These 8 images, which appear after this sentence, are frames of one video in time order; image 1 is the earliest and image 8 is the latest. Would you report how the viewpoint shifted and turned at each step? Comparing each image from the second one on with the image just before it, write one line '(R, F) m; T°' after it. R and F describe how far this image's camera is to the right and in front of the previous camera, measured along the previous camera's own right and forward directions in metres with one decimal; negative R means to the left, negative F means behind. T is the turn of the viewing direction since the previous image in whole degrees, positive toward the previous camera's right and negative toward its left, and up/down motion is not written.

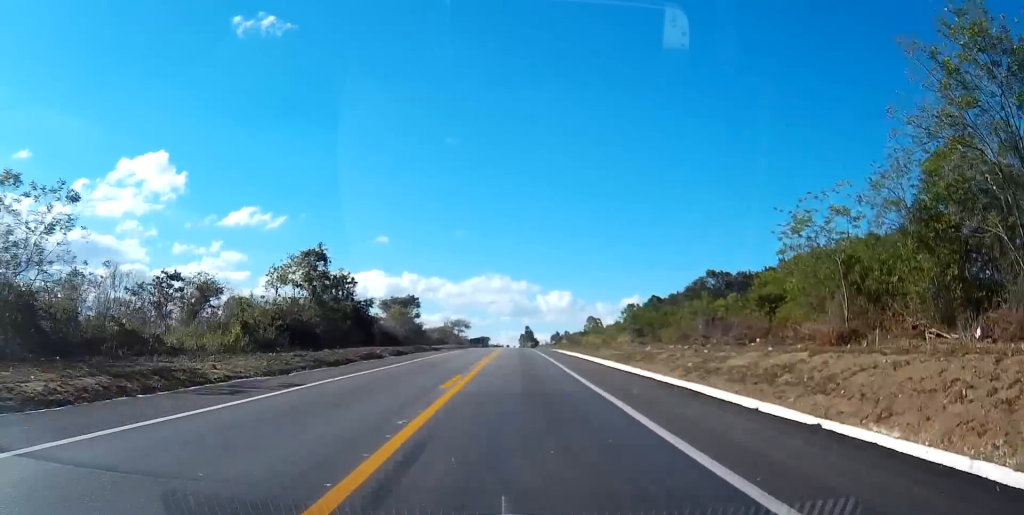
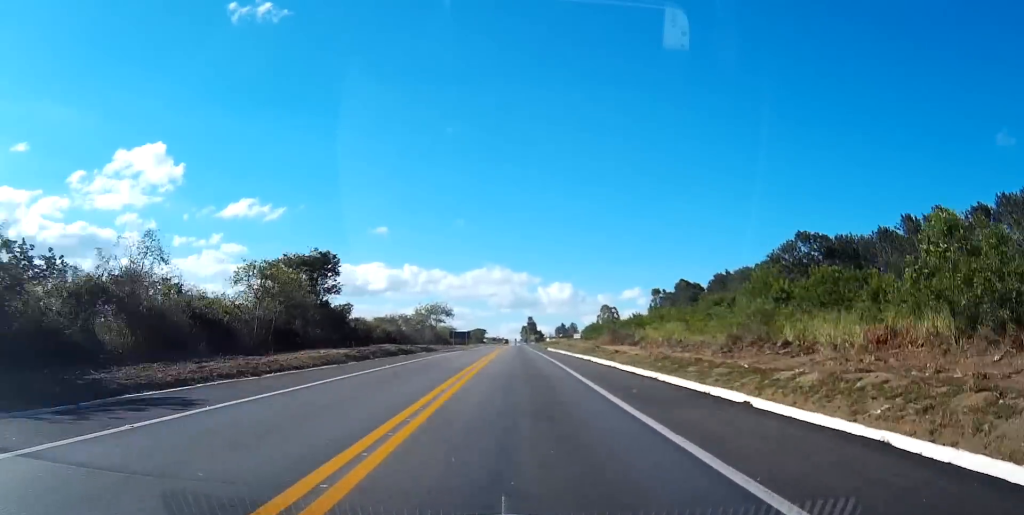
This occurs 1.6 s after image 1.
(-1.3, +70.0) m; -2°
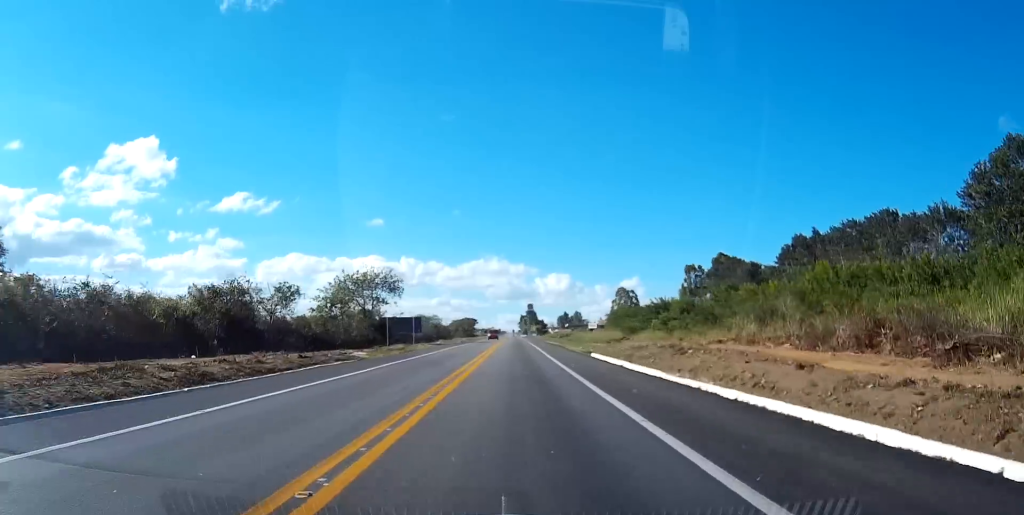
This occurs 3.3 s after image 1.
(+1.2, +72.3) m; +1°
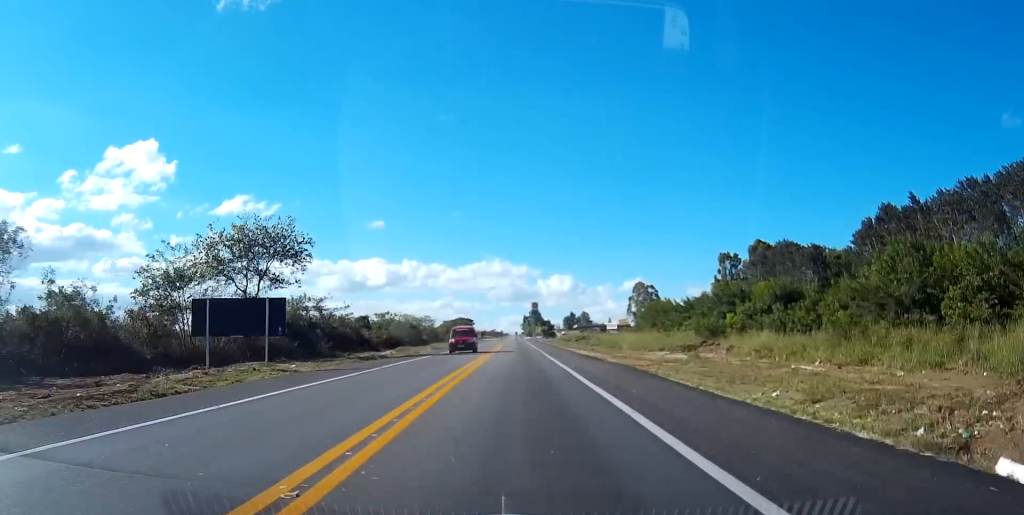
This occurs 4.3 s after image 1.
(-0.1, +43.3) m; 0°
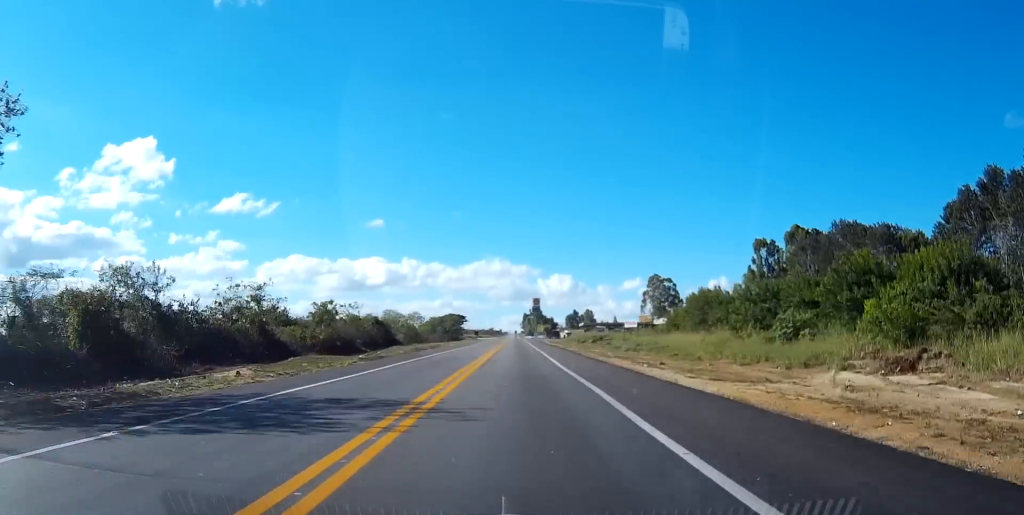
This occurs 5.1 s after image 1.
(-0.1, +34.6) m; 0°
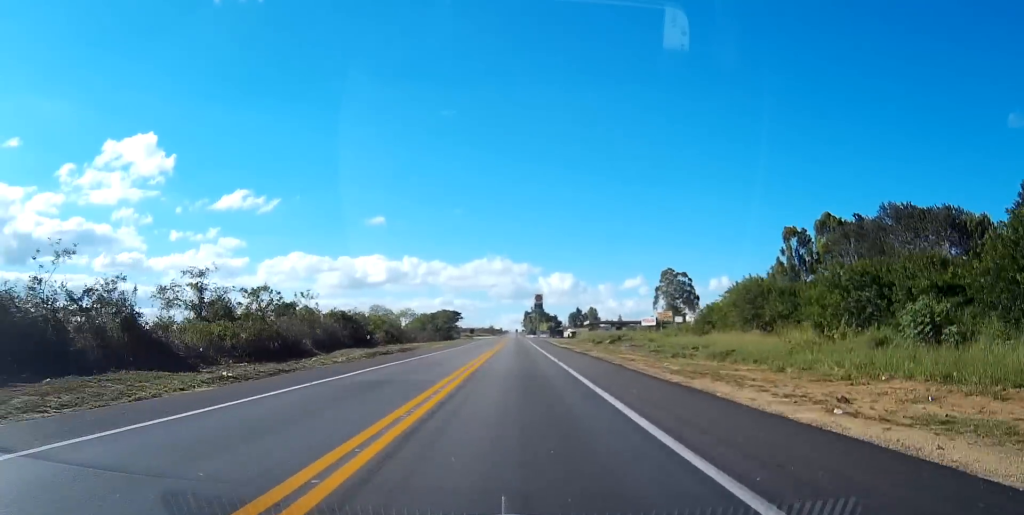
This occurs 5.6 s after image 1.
(0.0, +21.6) m; 0°
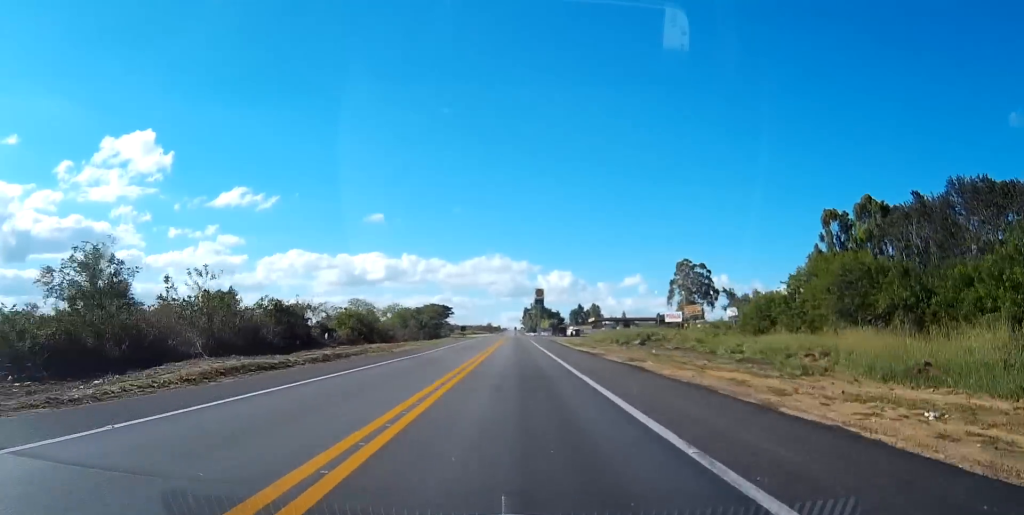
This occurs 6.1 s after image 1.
(0.0, +24.5) m; 0°
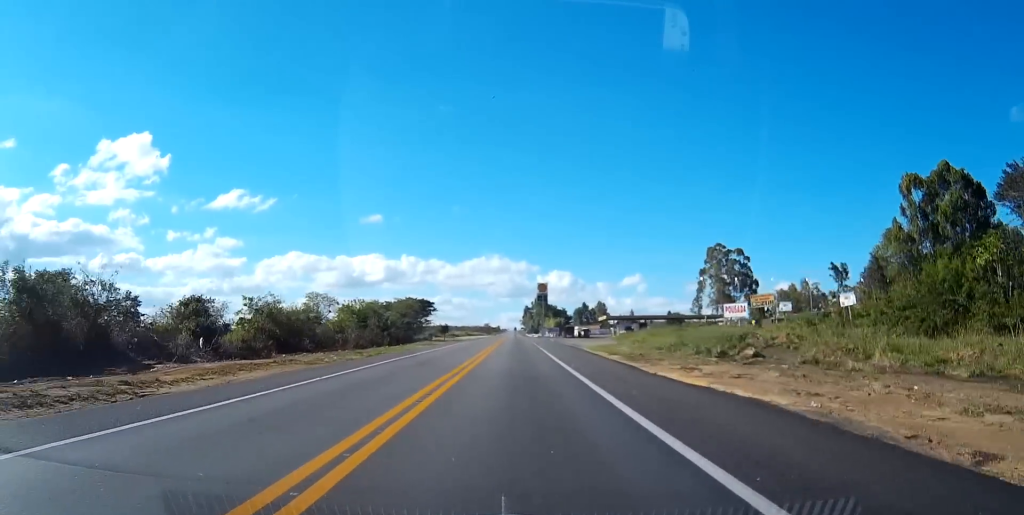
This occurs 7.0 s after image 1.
(0.0, +36.1) m; 0°
